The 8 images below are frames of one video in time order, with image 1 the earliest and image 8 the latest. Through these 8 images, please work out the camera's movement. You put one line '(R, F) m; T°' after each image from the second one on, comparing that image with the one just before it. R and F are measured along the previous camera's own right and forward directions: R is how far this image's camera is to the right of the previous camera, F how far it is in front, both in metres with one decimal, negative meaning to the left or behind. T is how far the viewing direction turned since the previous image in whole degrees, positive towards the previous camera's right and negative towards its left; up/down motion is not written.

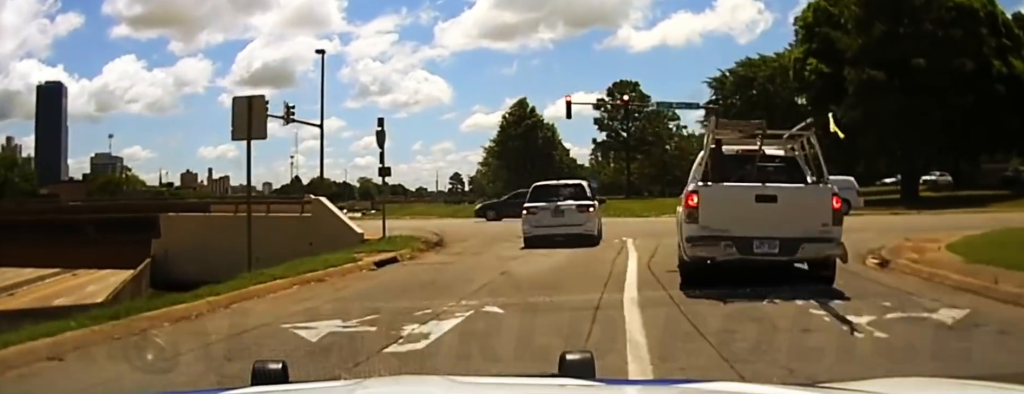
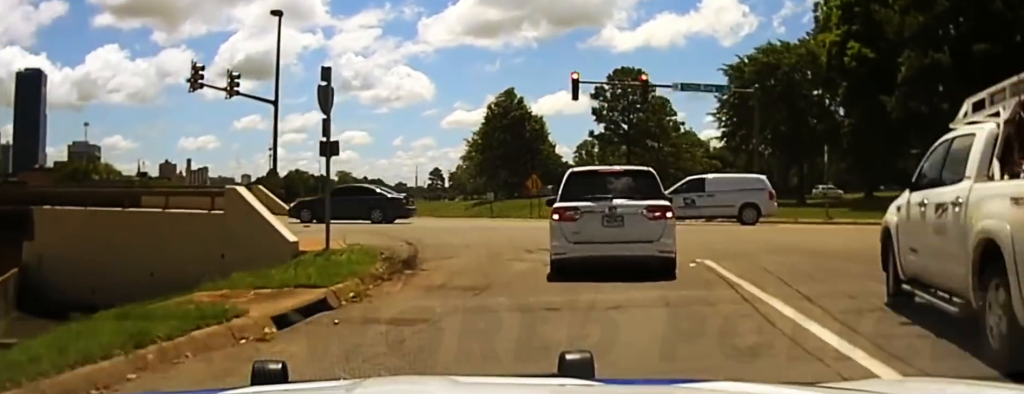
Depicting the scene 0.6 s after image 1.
(+0.5, +9.8) m; +1°
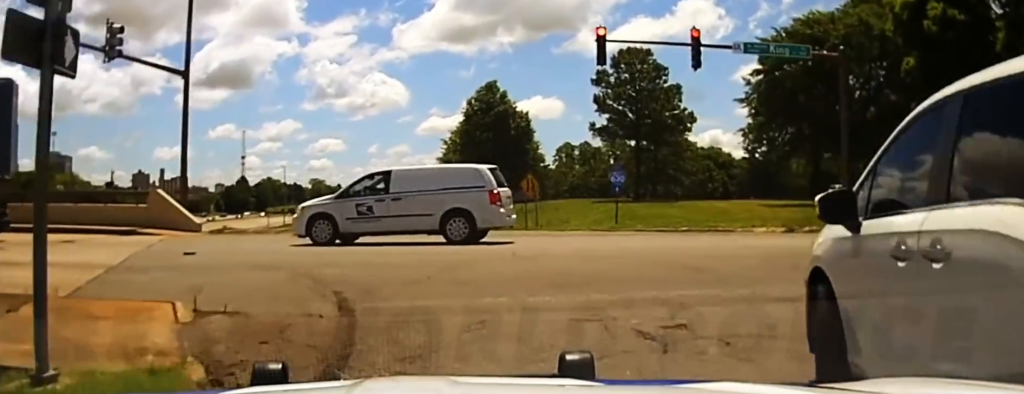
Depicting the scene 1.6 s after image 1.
(-0.2, +11.9) m; -11°
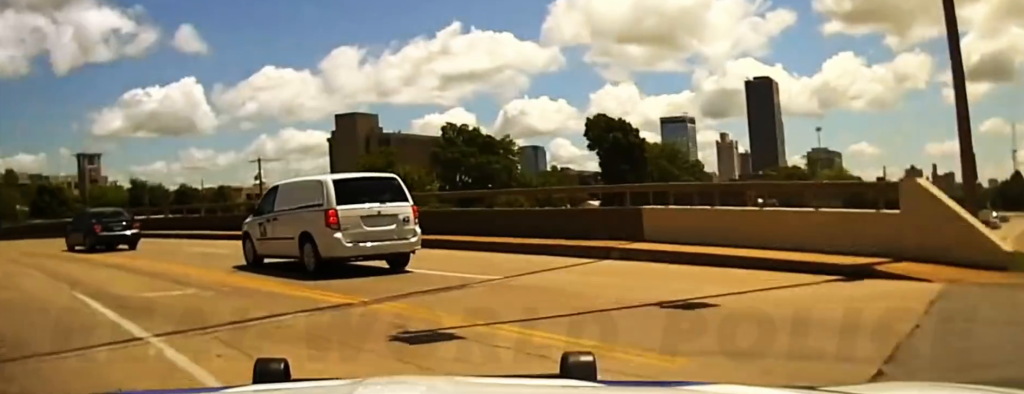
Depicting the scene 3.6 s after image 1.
(-8.4, +12.1) m; -55°
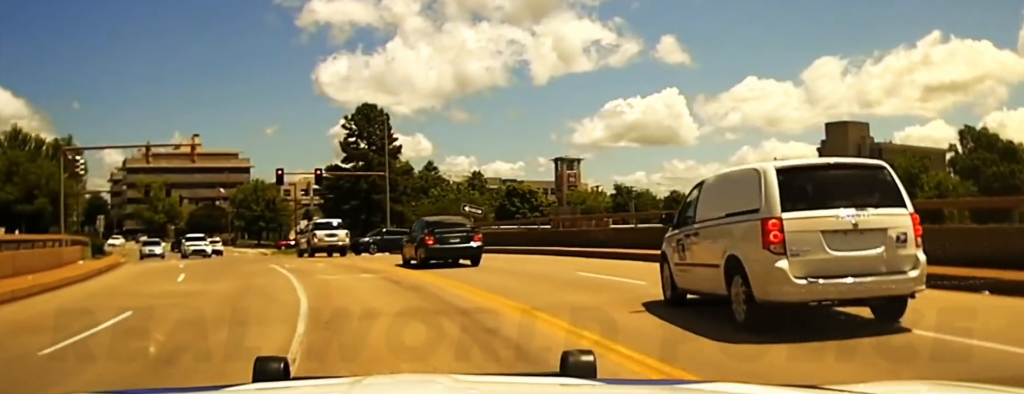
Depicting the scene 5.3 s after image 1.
(0.0, +15.3) m; -9°
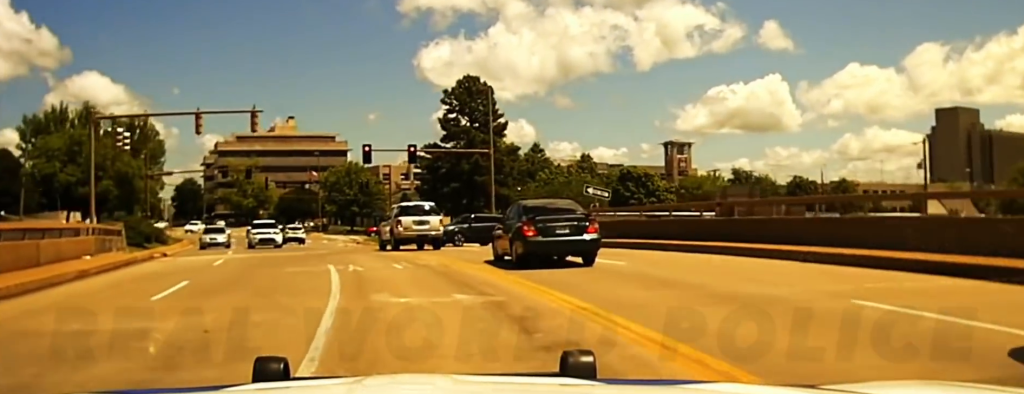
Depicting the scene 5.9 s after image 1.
(-0.7, +7.9) m; -8°
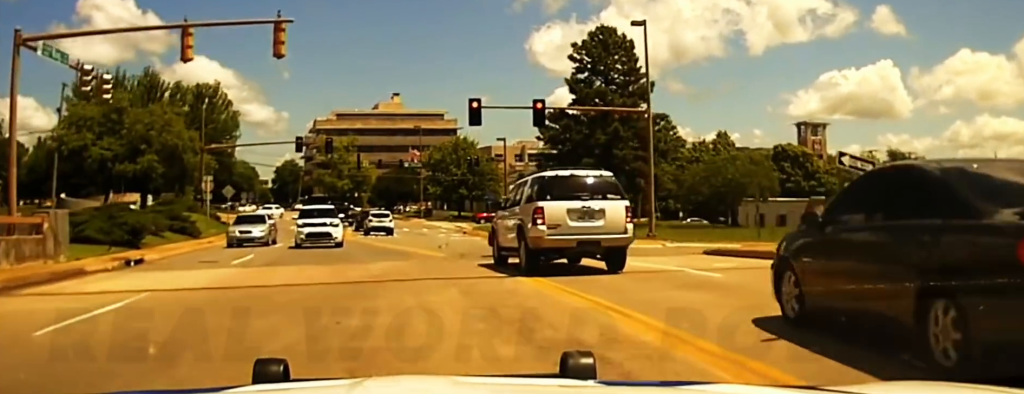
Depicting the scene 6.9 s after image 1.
(-1.8, +13.9) m; -11°
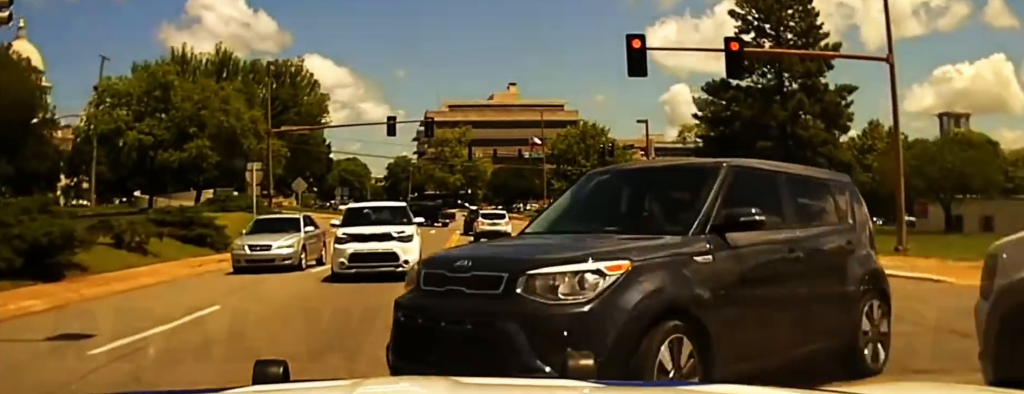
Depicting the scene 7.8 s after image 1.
(-0.7, +11.7) m; -5°
